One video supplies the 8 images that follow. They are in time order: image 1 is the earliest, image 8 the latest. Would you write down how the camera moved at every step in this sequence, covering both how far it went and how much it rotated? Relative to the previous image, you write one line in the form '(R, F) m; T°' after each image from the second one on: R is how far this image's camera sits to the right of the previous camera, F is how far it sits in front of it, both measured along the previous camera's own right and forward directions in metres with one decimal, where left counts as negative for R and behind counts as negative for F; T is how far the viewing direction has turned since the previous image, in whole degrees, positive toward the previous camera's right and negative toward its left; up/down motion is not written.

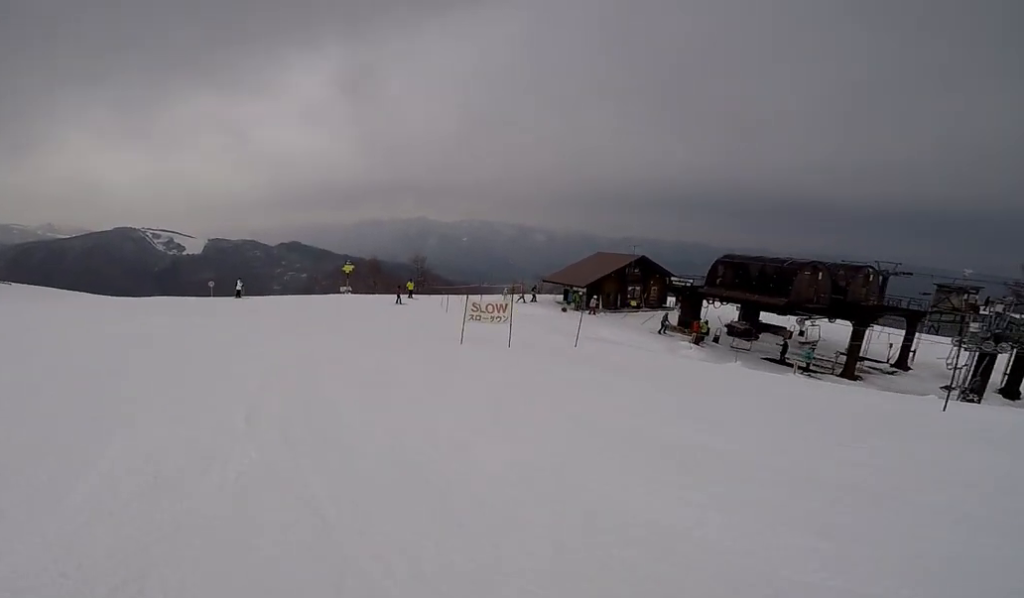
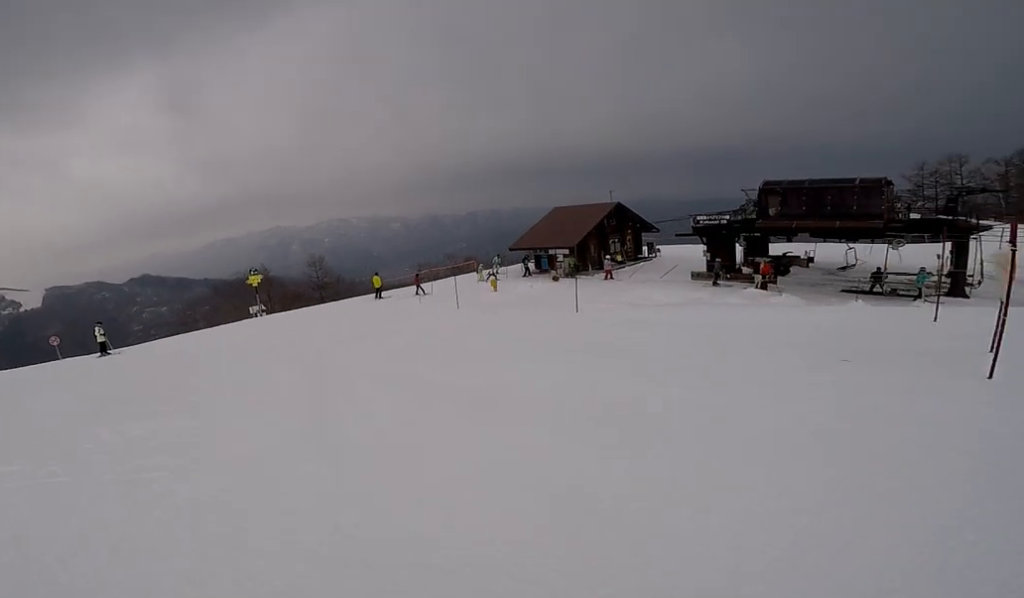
(-0.7, +11.9) m; +17°
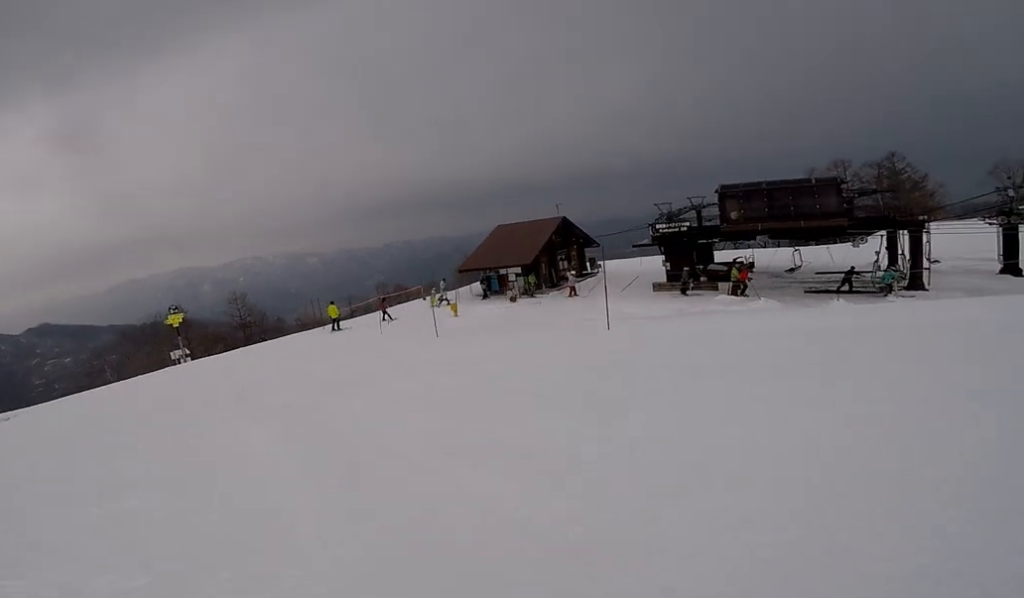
(+0.4, +3.8) m; +9°
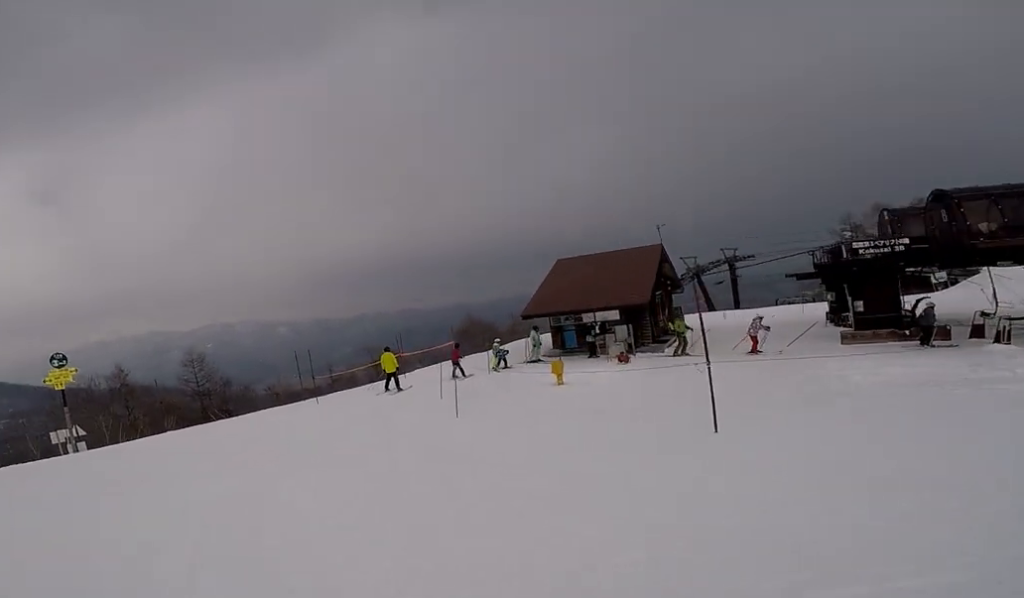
(+1.7, +11.6) m; +4°
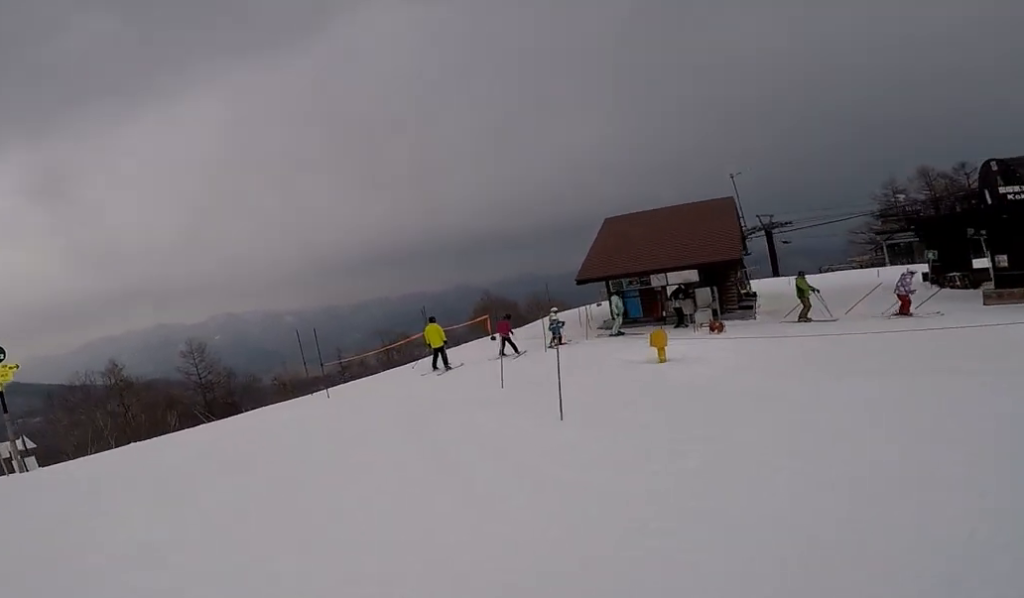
(-0.9, +3.2) m; -2°
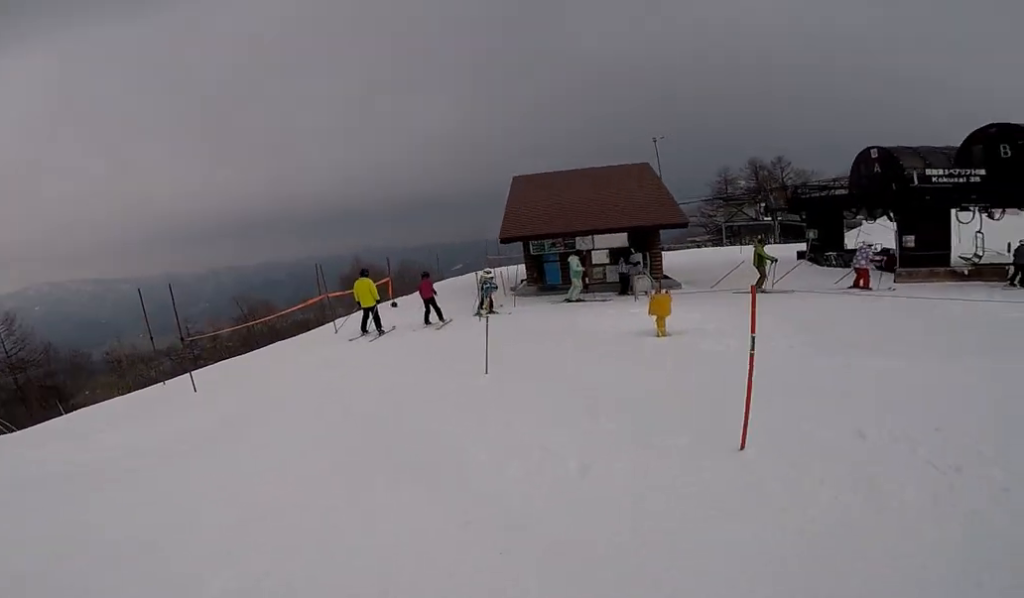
(+0.4, +3.0) m; +17°
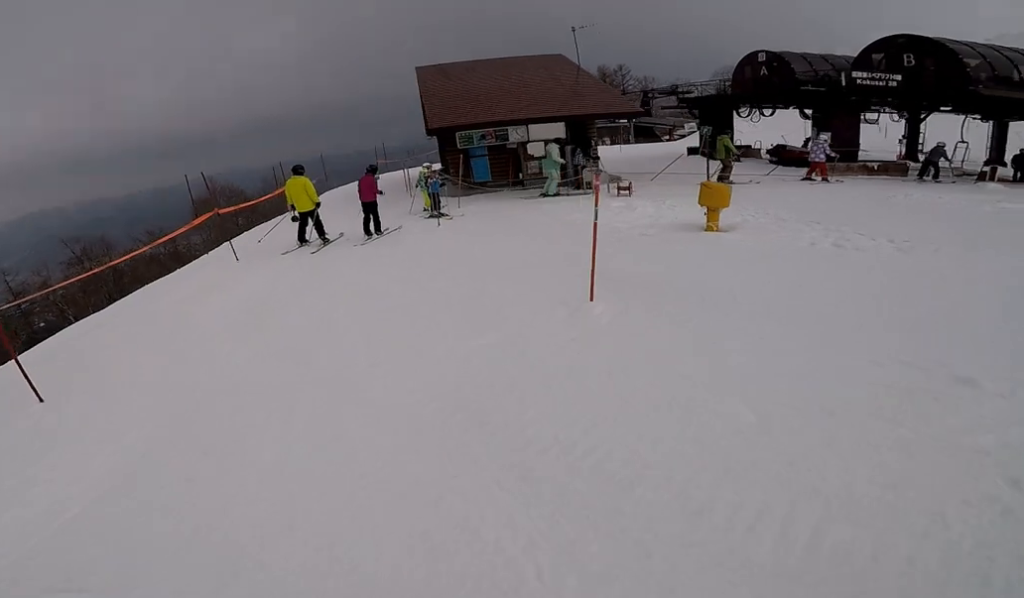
(+0.2, +2.6) m; +19°
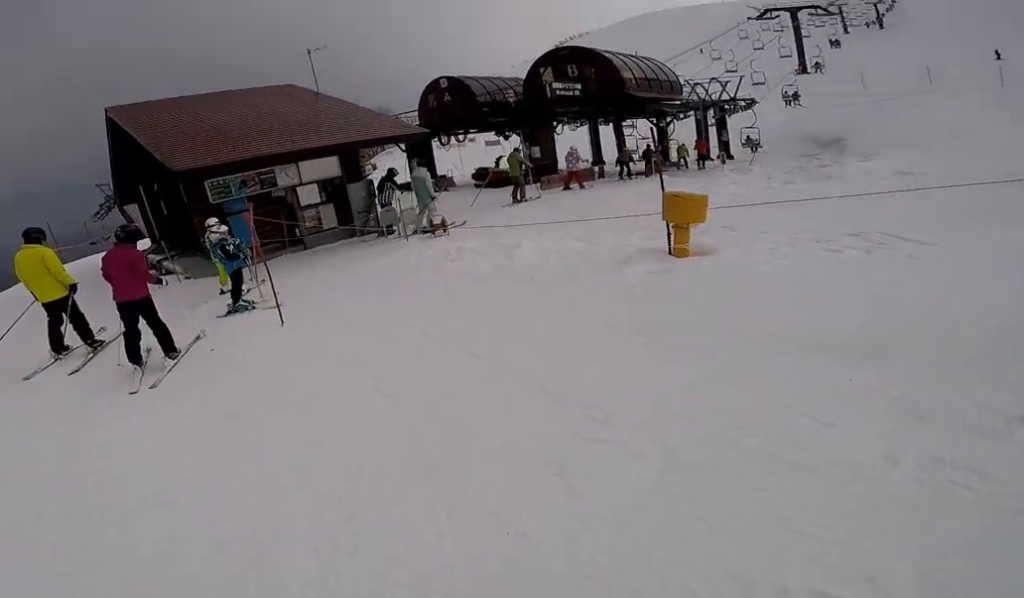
(+1.2, +4.4) m; +10°
